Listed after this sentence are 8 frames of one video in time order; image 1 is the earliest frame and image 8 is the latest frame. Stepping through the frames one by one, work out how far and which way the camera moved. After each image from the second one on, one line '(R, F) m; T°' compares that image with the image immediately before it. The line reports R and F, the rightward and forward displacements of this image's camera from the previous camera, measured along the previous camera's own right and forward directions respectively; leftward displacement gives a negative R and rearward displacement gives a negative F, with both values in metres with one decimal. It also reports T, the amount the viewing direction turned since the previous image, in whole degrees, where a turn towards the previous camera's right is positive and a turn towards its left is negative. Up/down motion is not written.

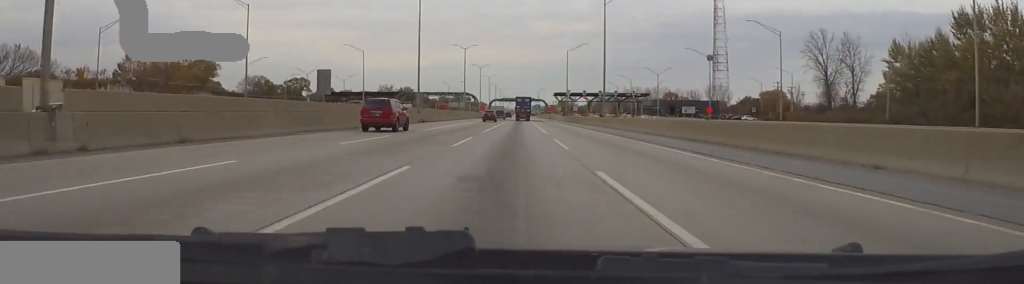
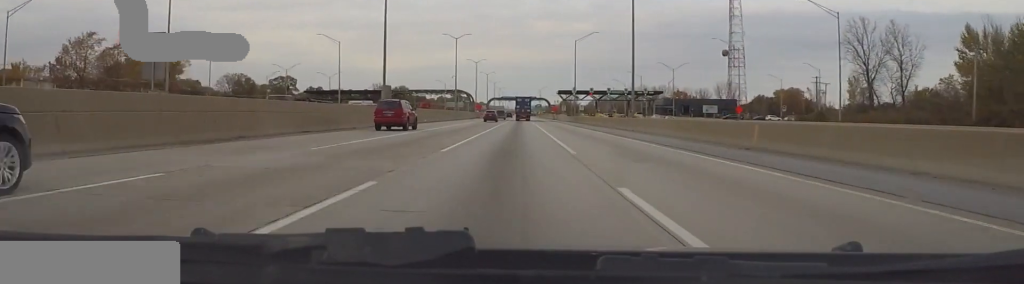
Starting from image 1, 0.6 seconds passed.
(-0.2, +17.9) m; -1°
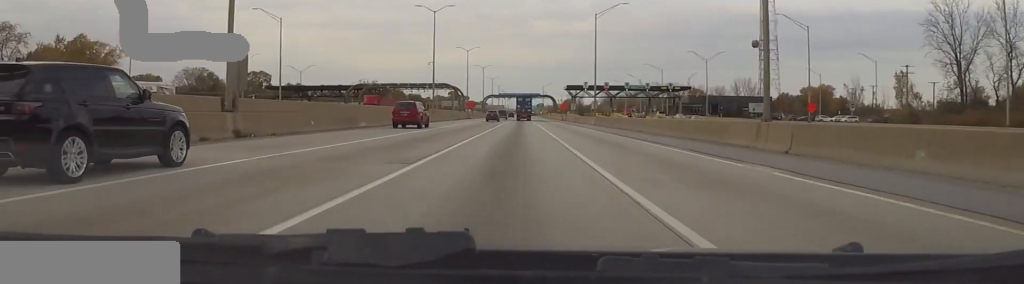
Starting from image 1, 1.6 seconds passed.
(-0.4, +29.1) m; +1°
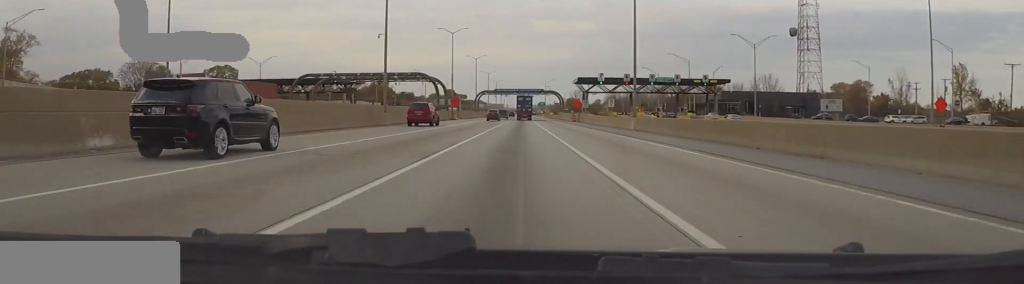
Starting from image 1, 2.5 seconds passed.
(+0.8, +29.1) m; +2°
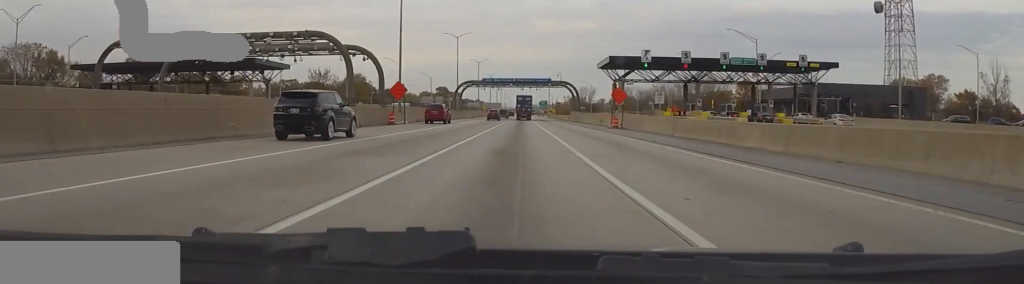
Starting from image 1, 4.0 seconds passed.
(0.0, +44.2) m; 0°
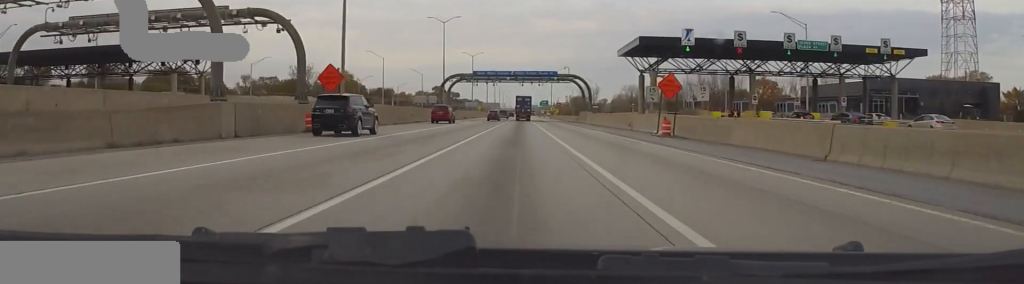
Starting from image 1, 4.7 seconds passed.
(0.0, +19.4) m; 0°
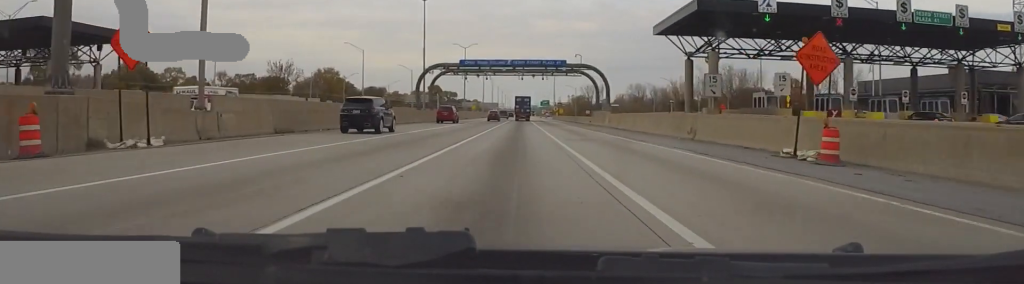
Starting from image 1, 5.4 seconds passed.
(0.0, +18.9) m; 0°
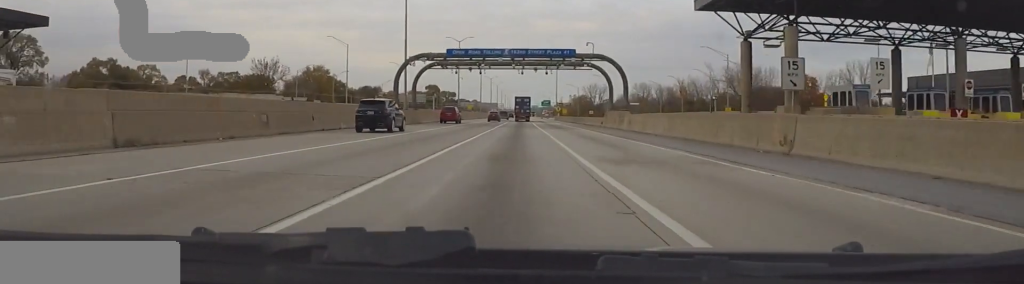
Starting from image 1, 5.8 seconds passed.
(0.0, +12.3) m; 0°
